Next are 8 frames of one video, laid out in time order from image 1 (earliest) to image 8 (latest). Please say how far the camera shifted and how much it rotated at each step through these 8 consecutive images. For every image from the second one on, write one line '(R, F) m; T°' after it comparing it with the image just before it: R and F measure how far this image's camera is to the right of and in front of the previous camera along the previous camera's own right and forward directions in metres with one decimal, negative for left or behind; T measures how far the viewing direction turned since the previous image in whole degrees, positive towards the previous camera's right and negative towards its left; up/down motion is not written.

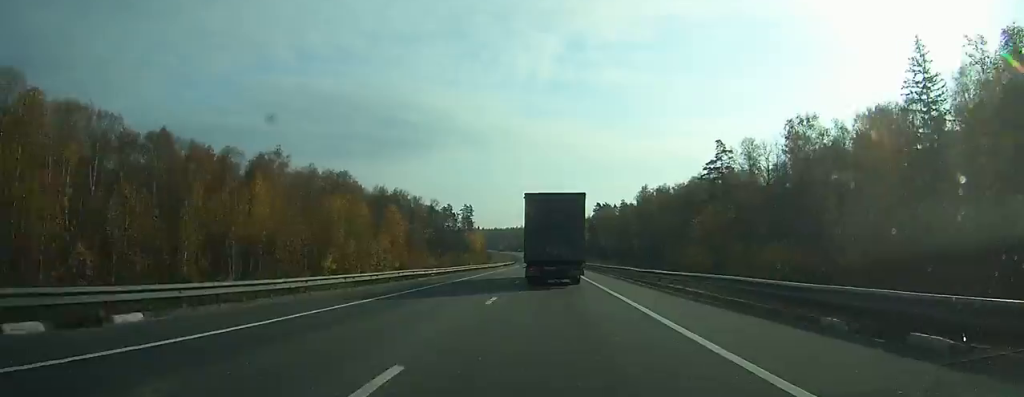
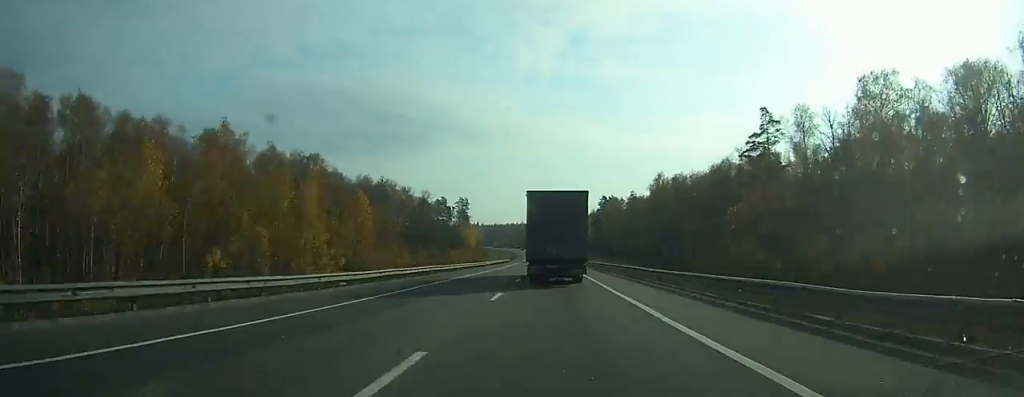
(+0.1, +21.7) m; 0°
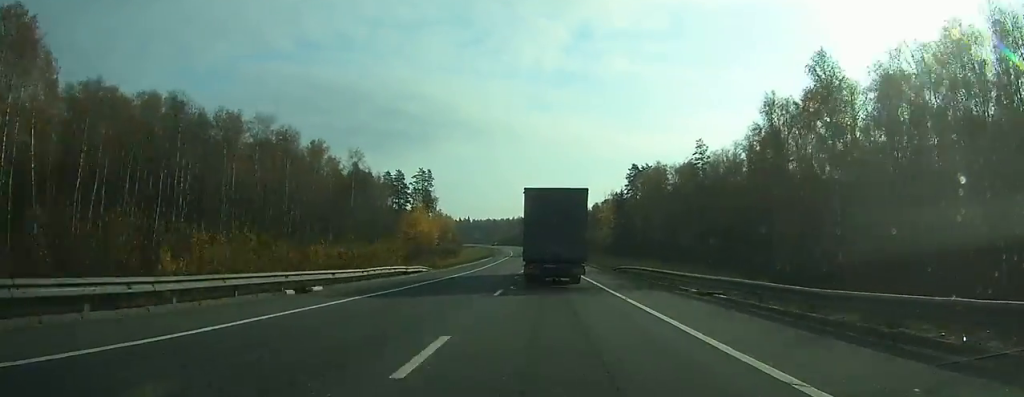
(-0.7, +98.7) m; 0°
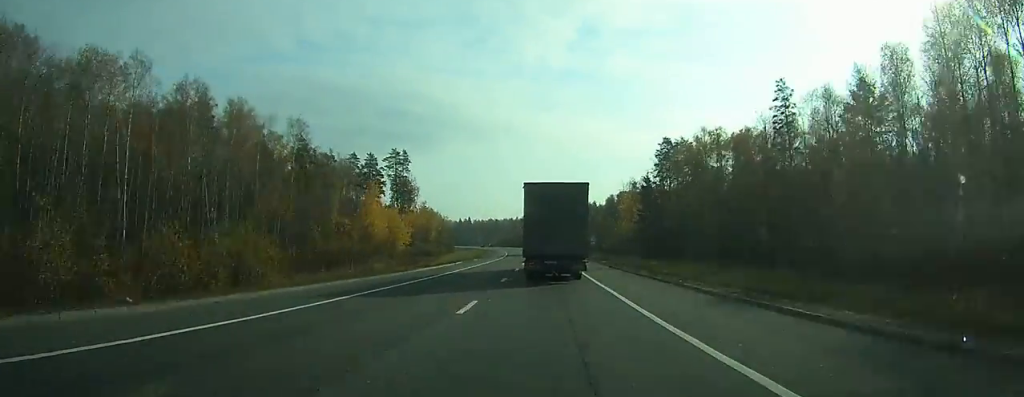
(0.0, +43.5) m; 0°
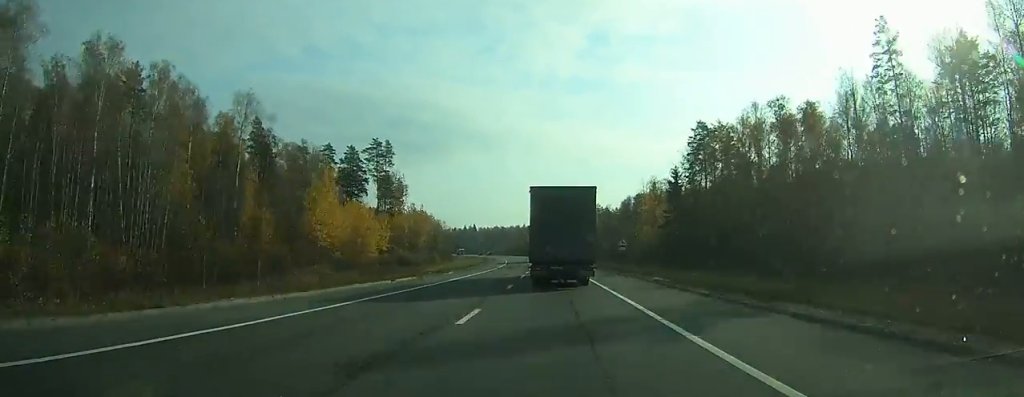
(0.0, +25.9) m; 0°
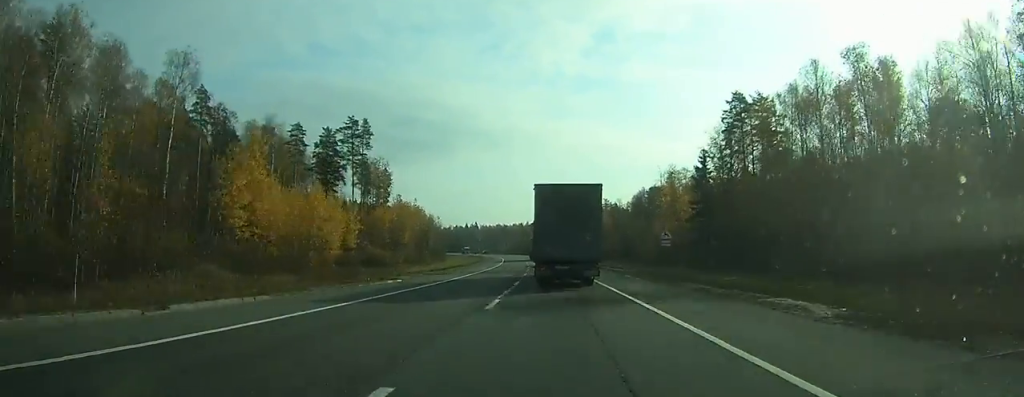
(0.0, +20.8) m; 0°
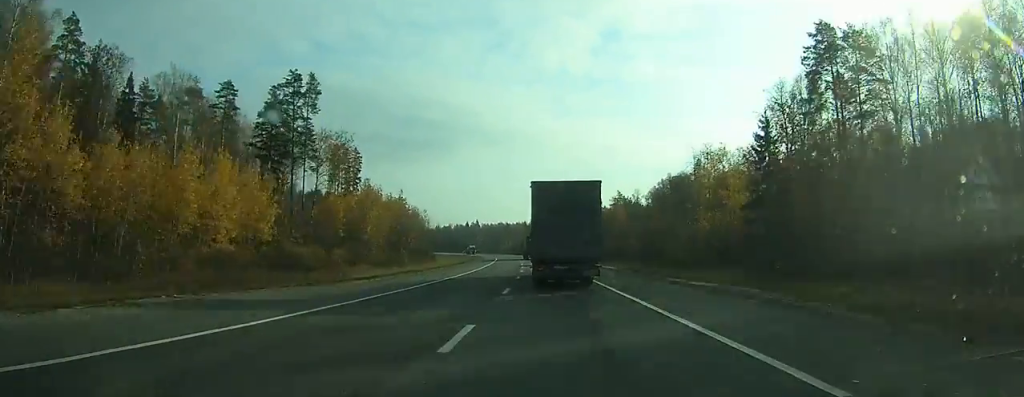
(0.0, +30.7) m; -1°
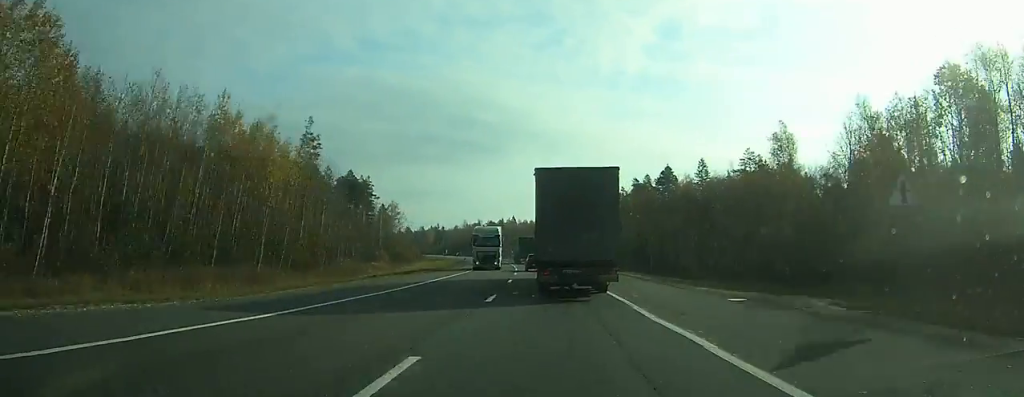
(-4.1, +108.6) m; -5°
